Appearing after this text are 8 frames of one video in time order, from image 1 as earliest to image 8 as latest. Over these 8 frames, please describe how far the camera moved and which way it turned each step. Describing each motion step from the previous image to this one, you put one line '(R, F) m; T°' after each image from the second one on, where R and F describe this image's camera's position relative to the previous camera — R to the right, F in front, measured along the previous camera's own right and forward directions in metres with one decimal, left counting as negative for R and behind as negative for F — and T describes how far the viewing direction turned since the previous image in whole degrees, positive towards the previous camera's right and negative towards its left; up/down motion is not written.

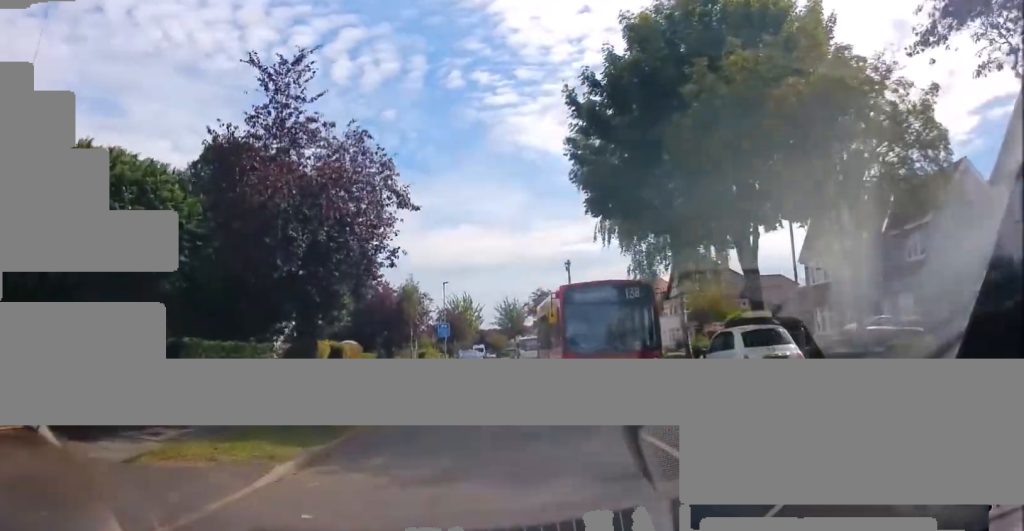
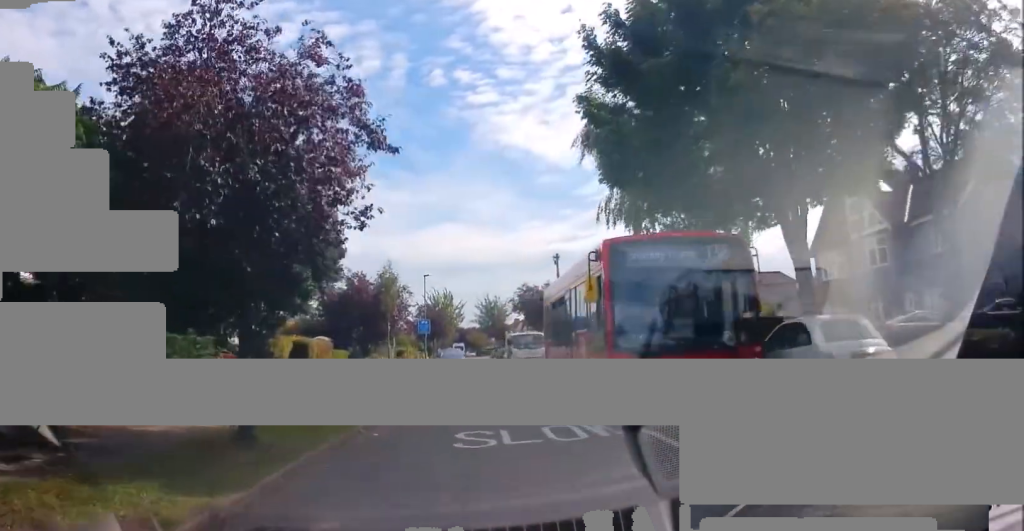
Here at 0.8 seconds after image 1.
(0.0, +3.4) m; 0°
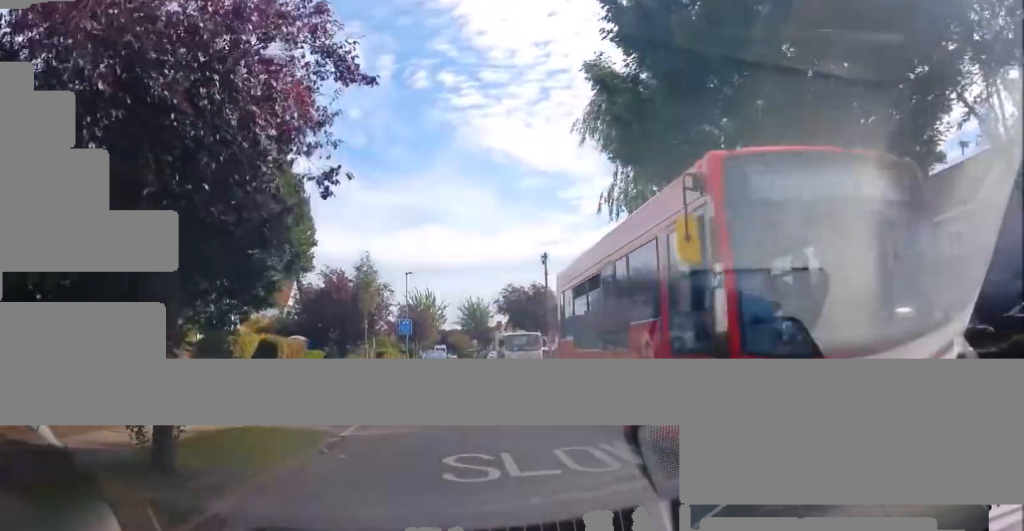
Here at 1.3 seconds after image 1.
(0.0, +2.2) m; +1°
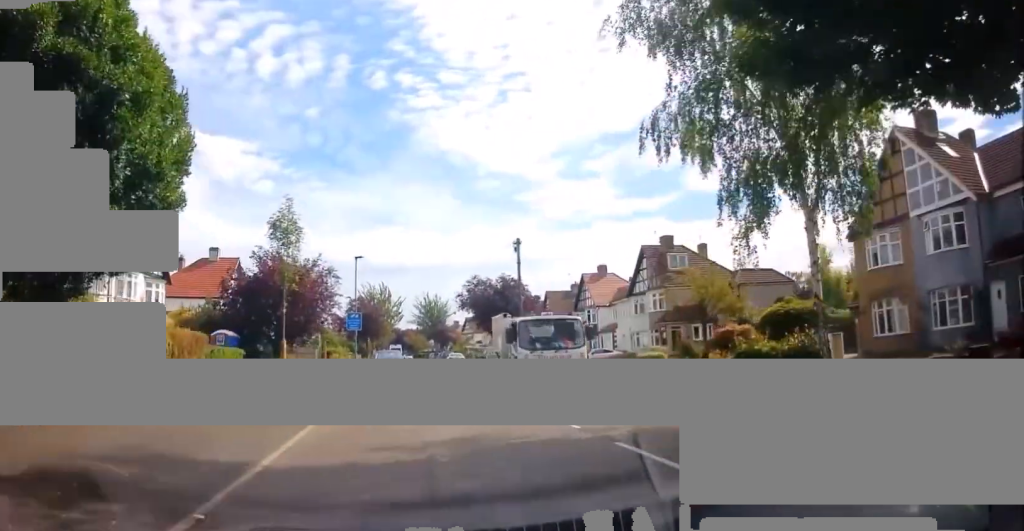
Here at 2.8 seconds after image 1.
(-0.1, +6.7) m; -4°
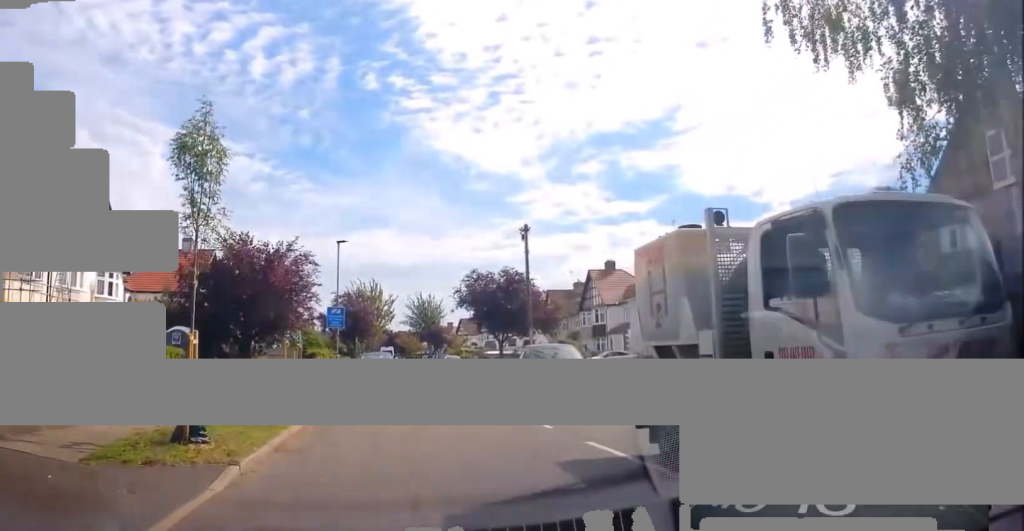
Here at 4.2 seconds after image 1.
(0.0, +5.3) m; +7°
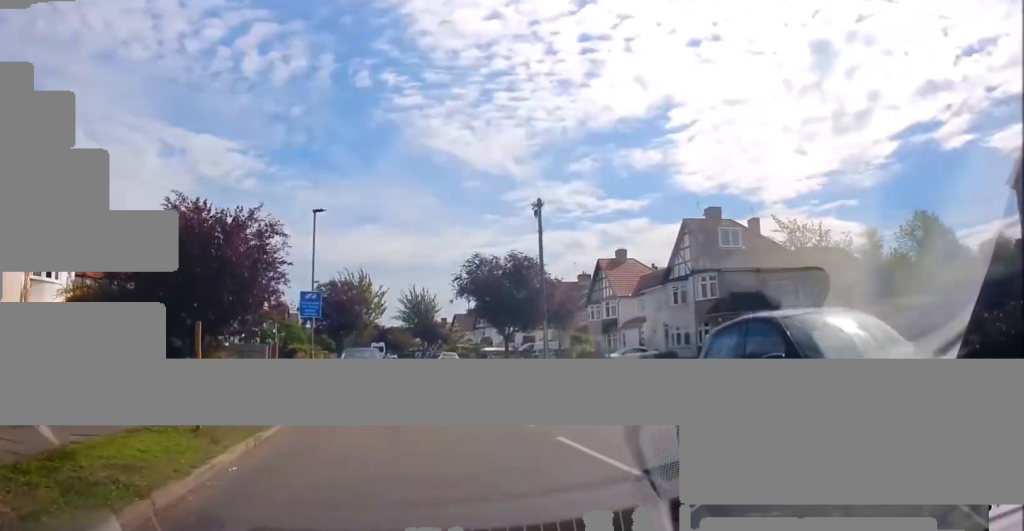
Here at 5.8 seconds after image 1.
(+0.5, +5.5) m; +5°
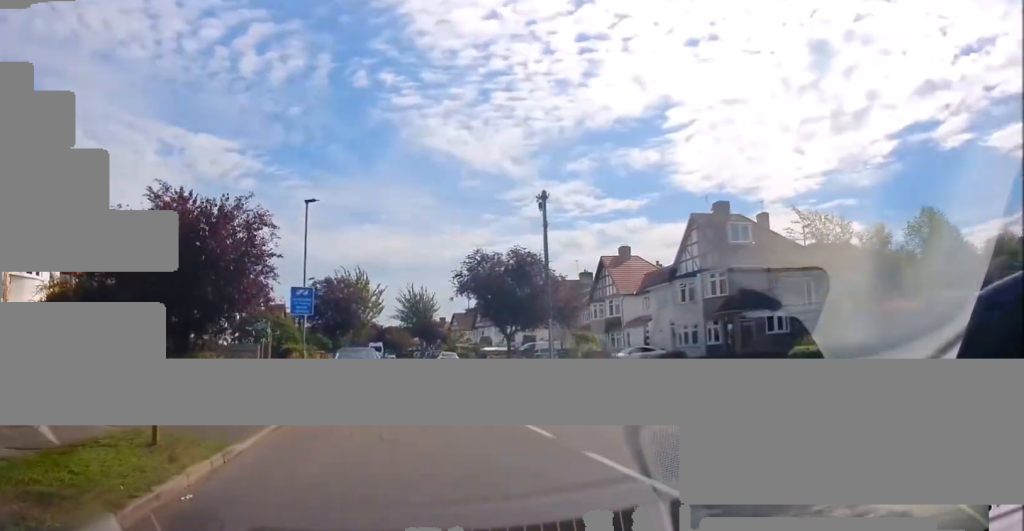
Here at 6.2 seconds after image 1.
(0.0, +1.4) m; -1°
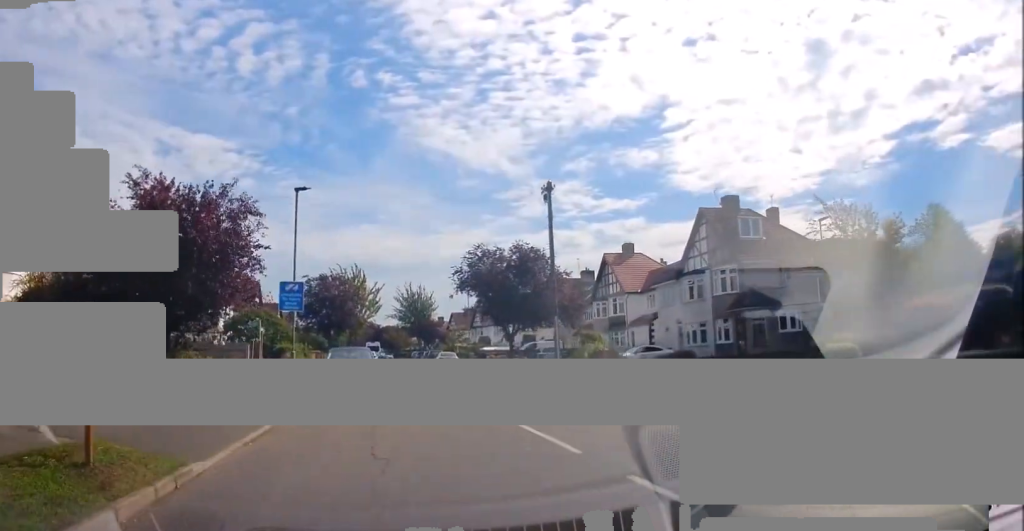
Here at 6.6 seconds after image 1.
(0.0, +1.5) m; -1°
